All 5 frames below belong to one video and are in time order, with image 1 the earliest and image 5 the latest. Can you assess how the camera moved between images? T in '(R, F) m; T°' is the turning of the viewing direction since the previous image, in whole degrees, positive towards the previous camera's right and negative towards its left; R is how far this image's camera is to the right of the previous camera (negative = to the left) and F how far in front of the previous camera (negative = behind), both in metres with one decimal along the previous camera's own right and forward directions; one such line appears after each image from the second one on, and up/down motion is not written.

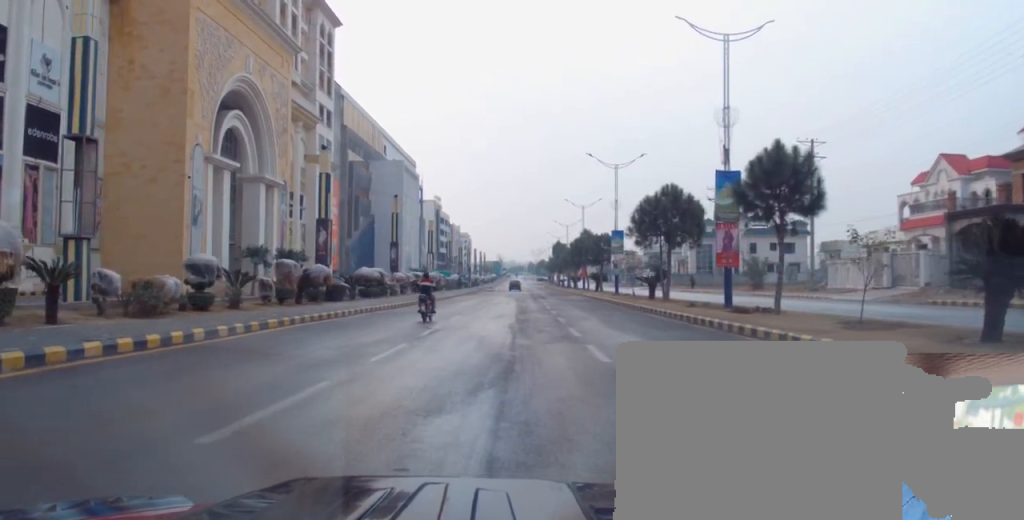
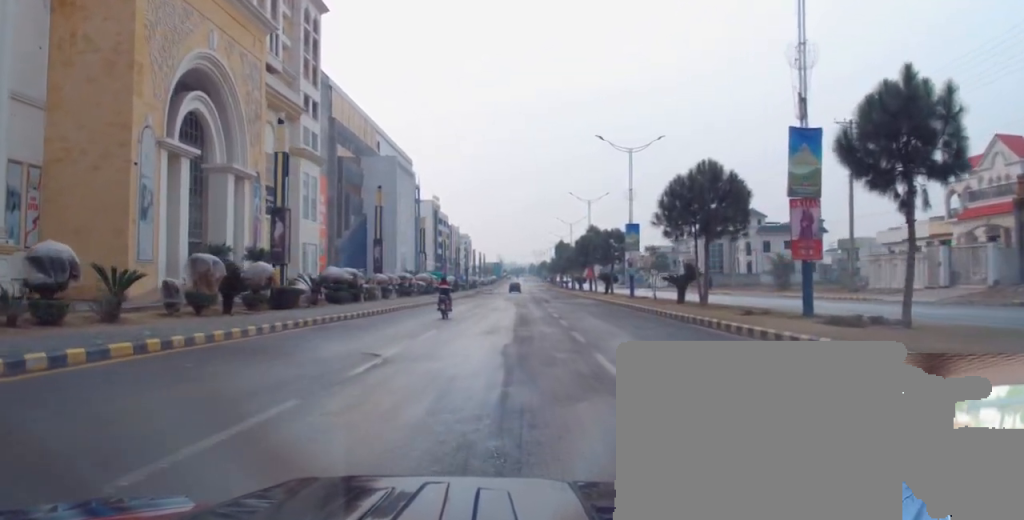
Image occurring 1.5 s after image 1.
(+0.6, +7.2) m; +1°
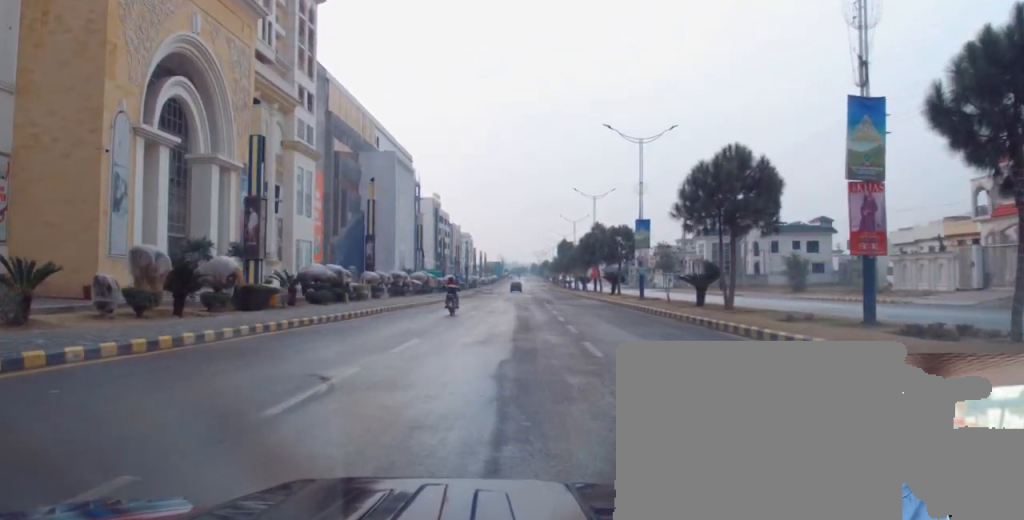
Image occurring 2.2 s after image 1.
(-0.1, +3.4) m; -4°
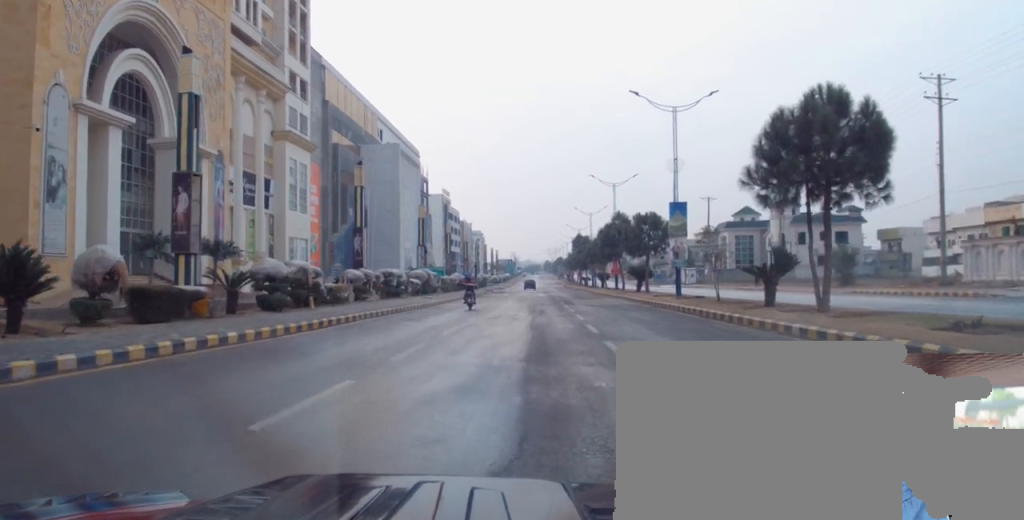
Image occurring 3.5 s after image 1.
(-0.4, +7.2) m; -3°
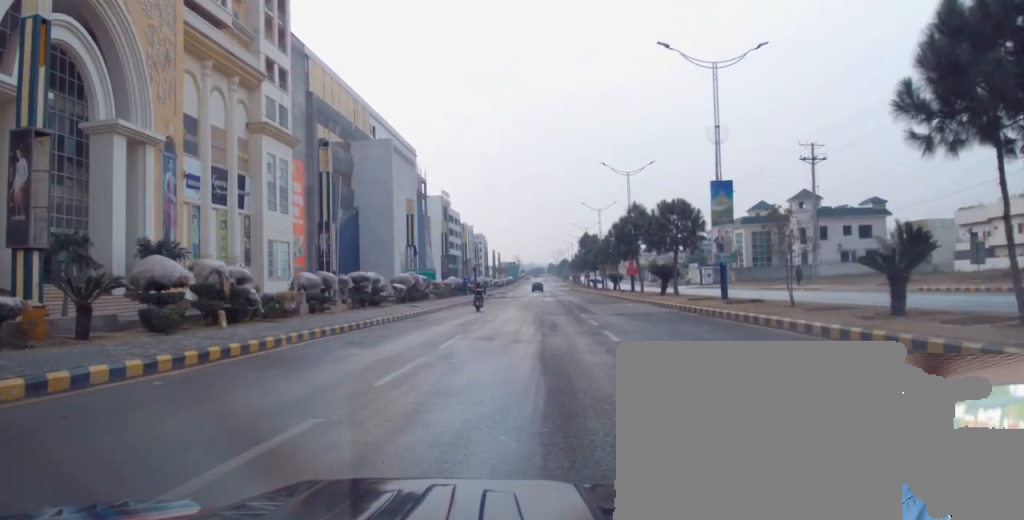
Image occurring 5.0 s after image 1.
(+0.1, +7.9) m; +5°
